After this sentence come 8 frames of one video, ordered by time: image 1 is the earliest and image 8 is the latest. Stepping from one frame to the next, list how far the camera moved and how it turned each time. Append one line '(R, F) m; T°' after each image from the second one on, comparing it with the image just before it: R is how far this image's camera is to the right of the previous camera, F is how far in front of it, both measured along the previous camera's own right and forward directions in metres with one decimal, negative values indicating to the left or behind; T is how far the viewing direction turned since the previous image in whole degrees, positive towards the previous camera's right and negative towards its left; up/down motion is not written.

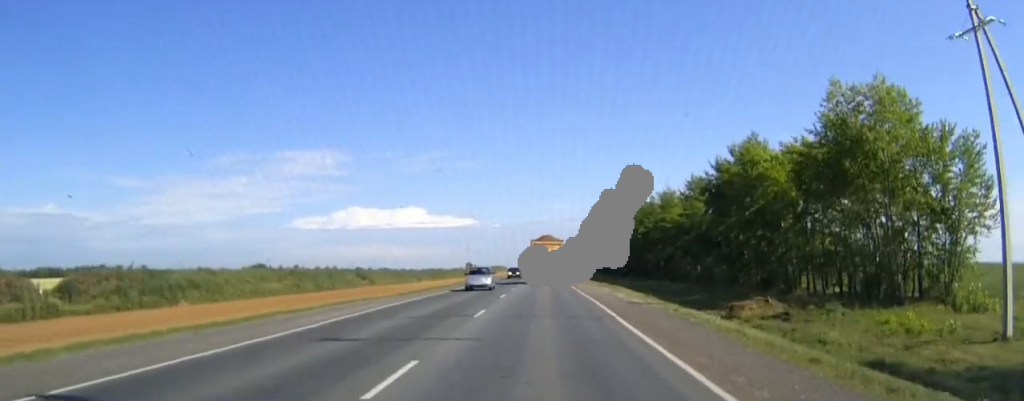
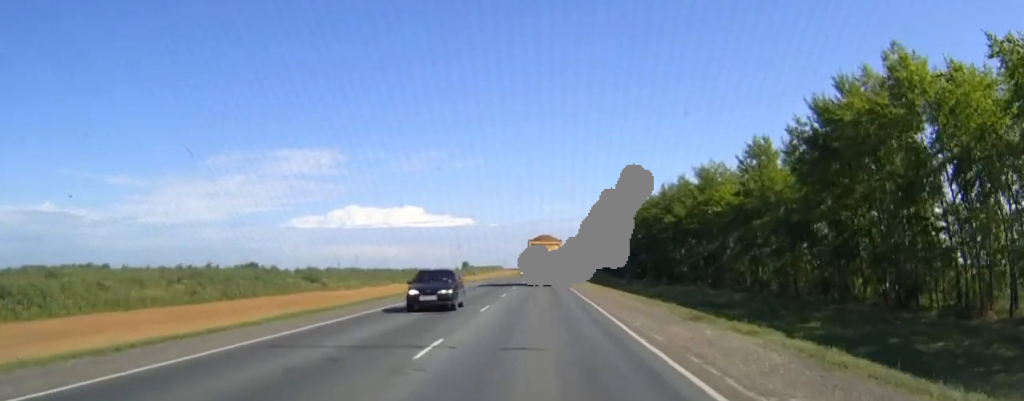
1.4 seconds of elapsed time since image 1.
(+0.1, +32.2) m; 0°
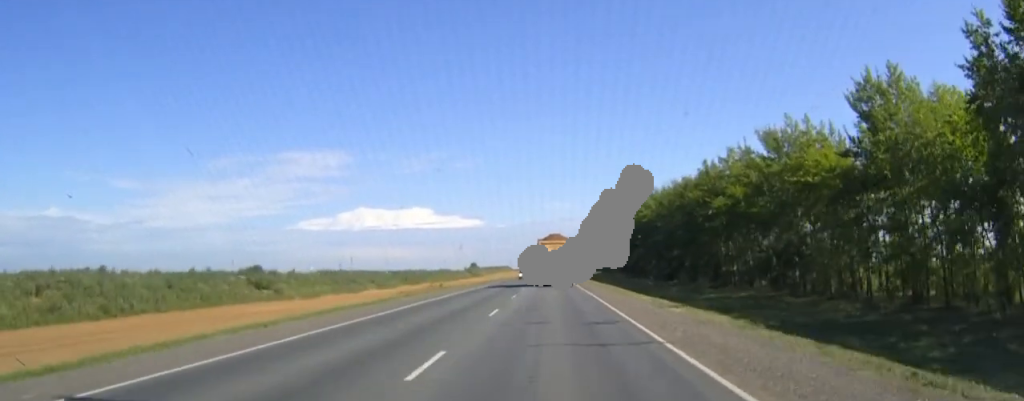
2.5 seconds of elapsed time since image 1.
(-0.1, +25.8) m; 0°
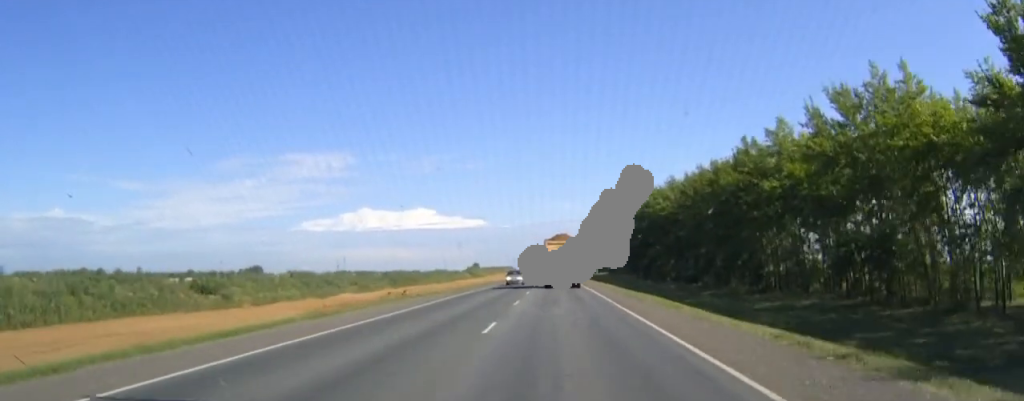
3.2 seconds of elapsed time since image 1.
(0.0, +17.5) m; 0°
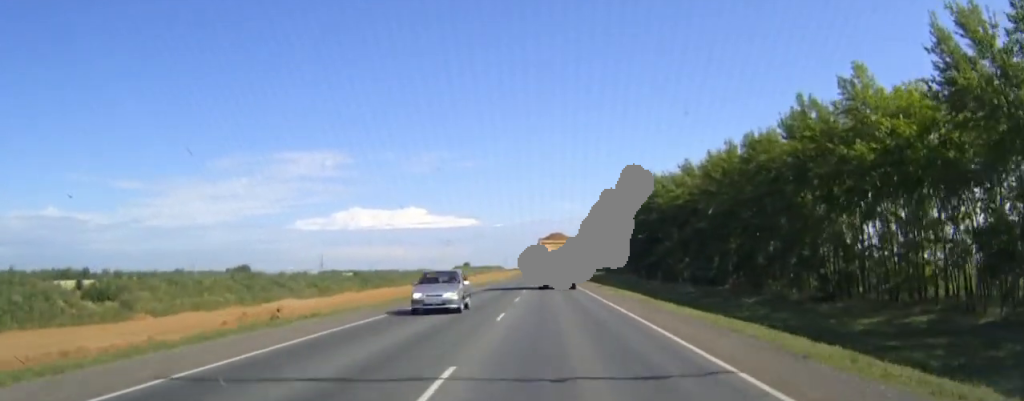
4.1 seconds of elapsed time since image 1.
(0.0, +20.1) m; 0°
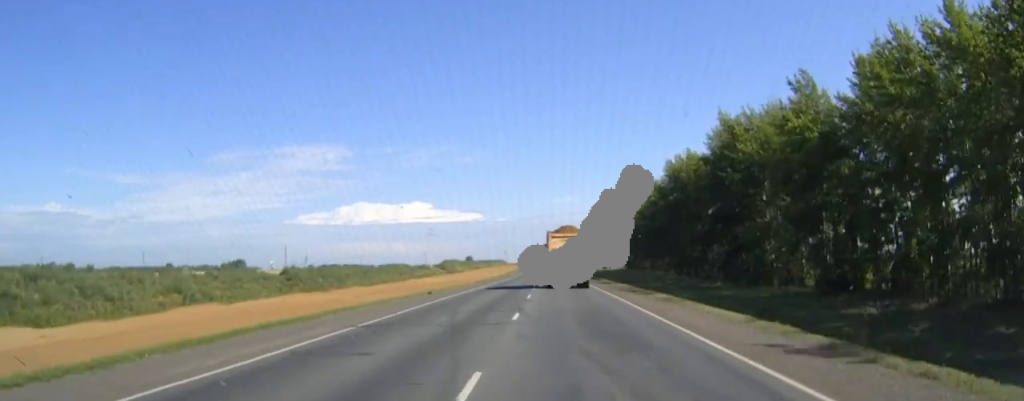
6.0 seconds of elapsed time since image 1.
(+0.1, +48.3) m; 0°
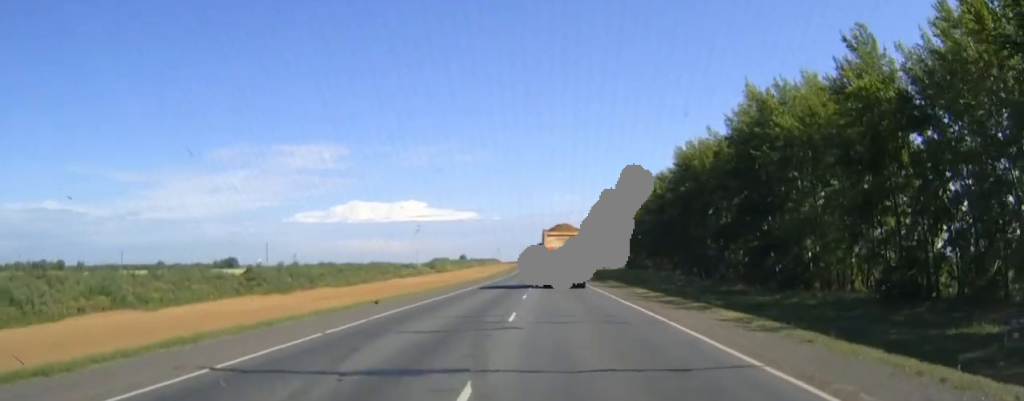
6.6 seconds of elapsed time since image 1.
(0.0, +13.1) m; 0°
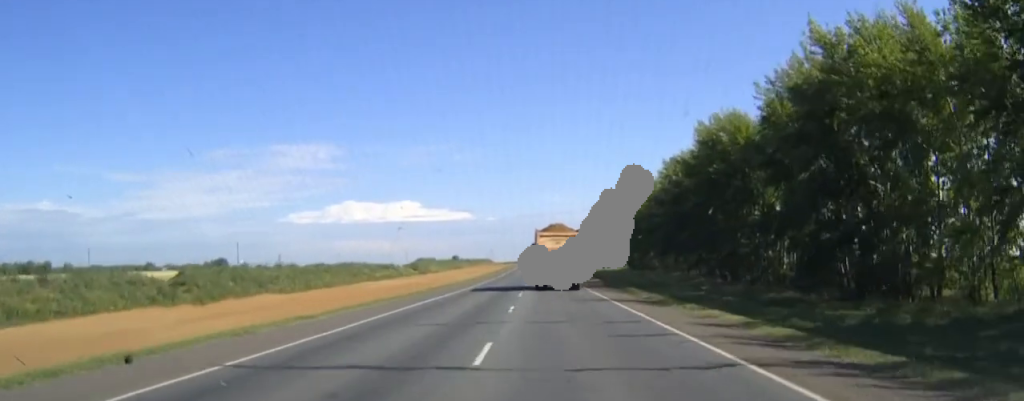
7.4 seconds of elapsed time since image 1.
(+0.1, +19.4) m; 0°
